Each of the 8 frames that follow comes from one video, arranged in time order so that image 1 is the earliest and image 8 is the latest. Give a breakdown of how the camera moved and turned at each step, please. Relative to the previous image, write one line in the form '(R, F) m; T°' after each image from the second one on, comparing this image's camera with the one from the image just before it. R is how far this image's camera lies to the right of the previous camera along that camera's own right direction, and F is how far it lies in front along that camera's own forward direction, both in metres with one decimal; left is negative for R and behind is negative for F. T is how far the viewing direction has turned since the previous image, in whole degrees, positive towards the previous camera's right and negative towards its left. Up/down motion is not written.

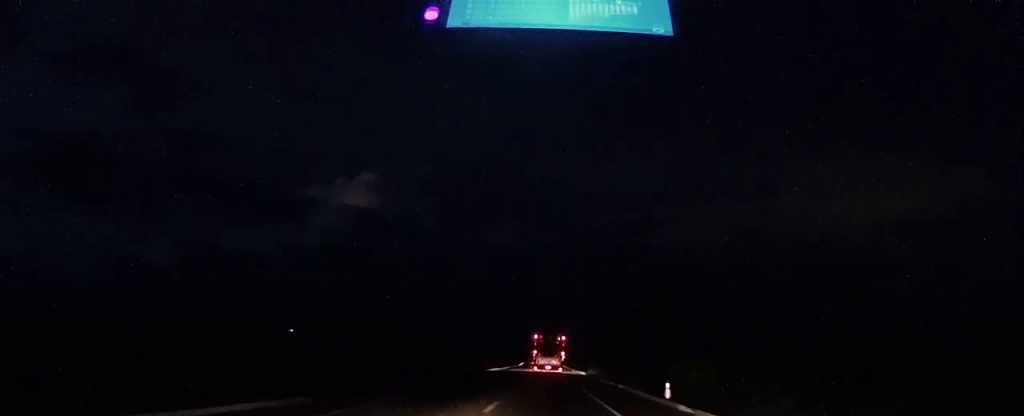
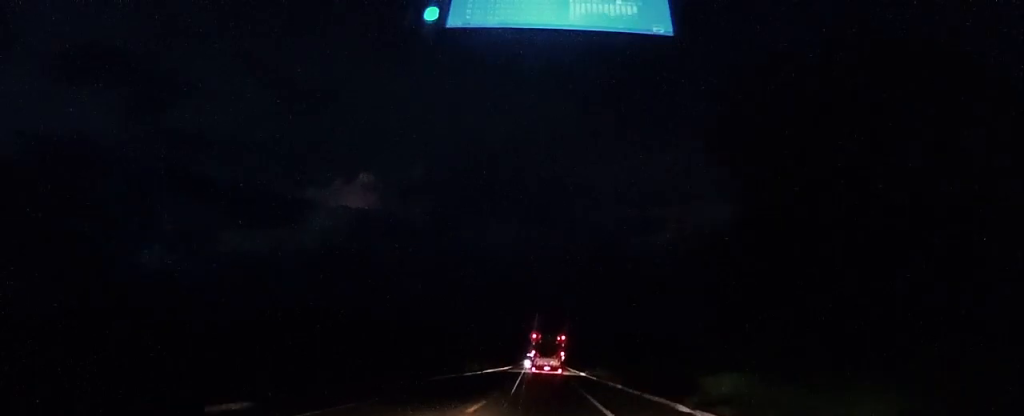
(0.0, +41.2) m; 0°
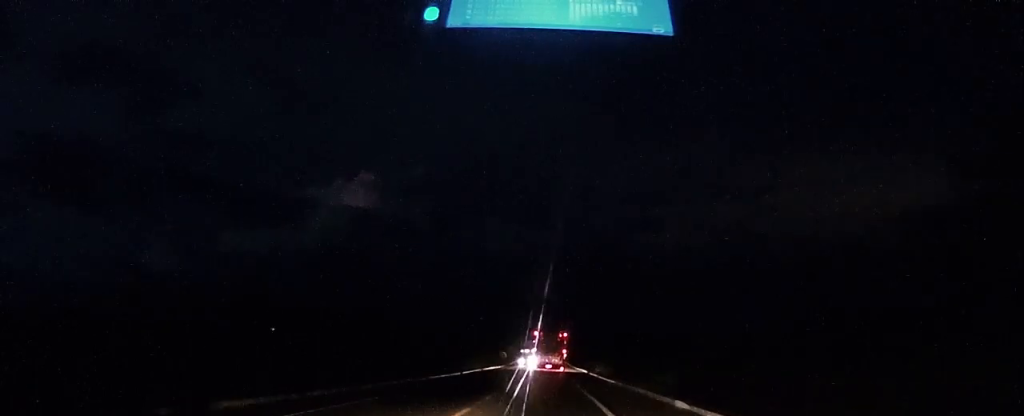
(0.0, +20.0) m; 0°
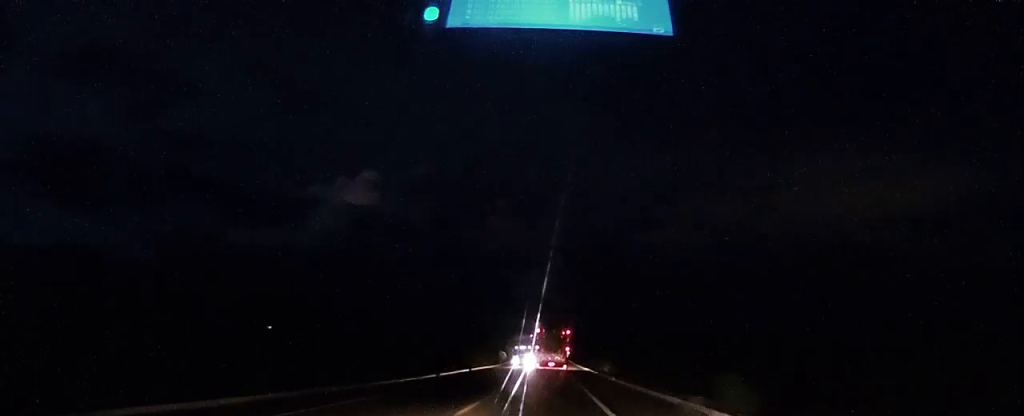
(0.0, +14.2) m; 0°
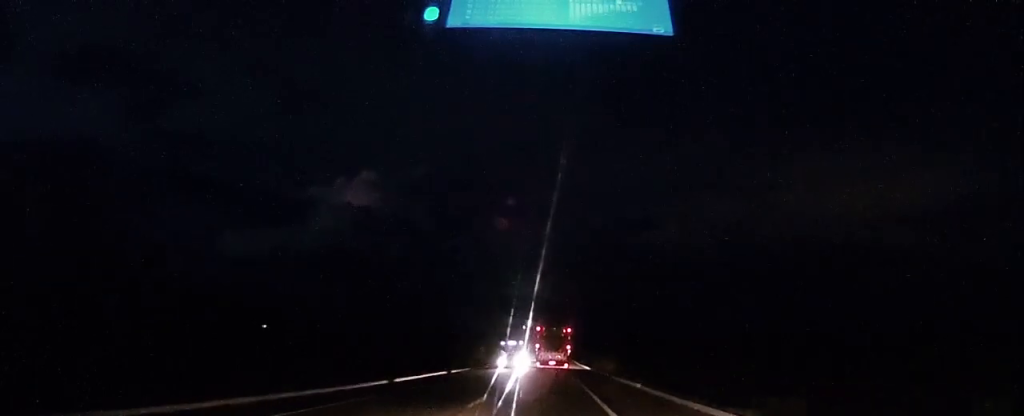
(+0.2, +14.3) m; 0°
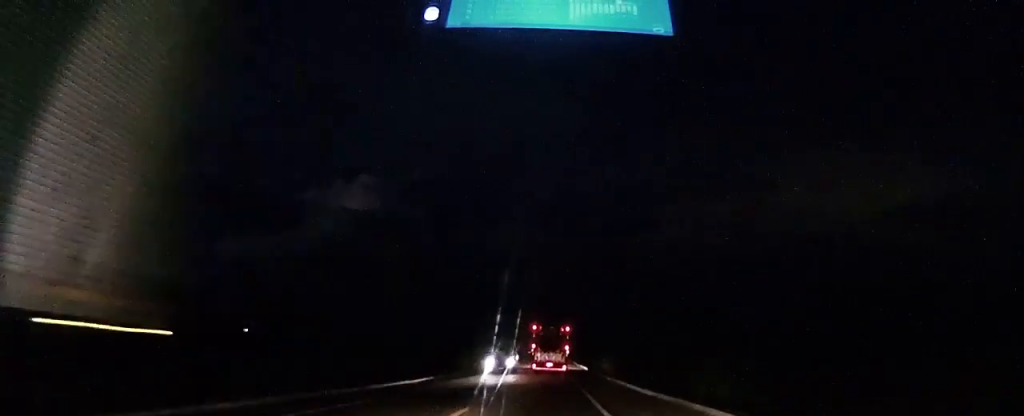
(-0.6, +44.2) m; -1°
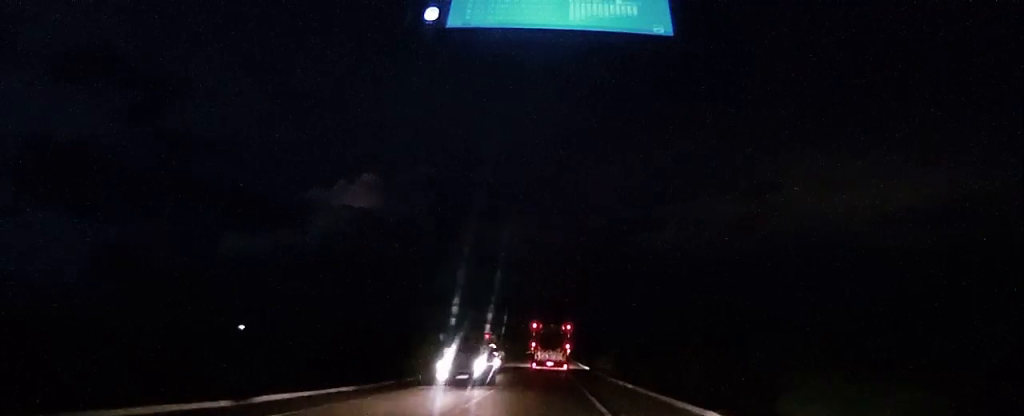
(-0.1, +12.0) m; +1°
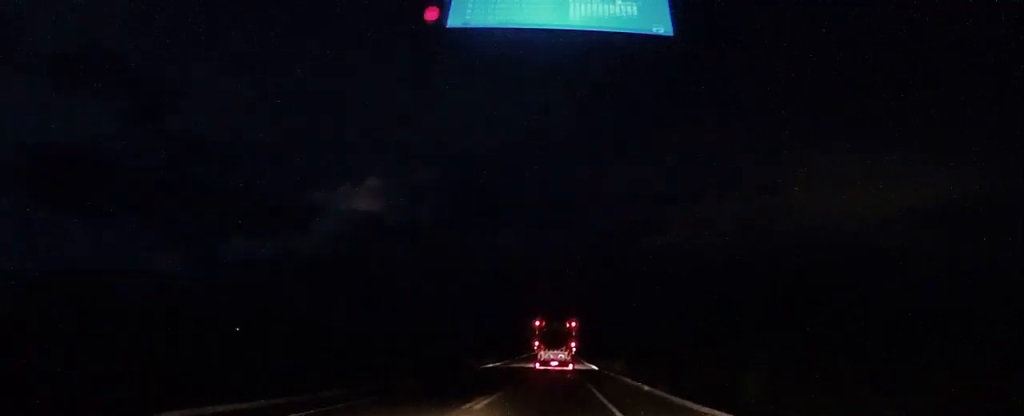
(+0.4, +25.0) m; 0°
